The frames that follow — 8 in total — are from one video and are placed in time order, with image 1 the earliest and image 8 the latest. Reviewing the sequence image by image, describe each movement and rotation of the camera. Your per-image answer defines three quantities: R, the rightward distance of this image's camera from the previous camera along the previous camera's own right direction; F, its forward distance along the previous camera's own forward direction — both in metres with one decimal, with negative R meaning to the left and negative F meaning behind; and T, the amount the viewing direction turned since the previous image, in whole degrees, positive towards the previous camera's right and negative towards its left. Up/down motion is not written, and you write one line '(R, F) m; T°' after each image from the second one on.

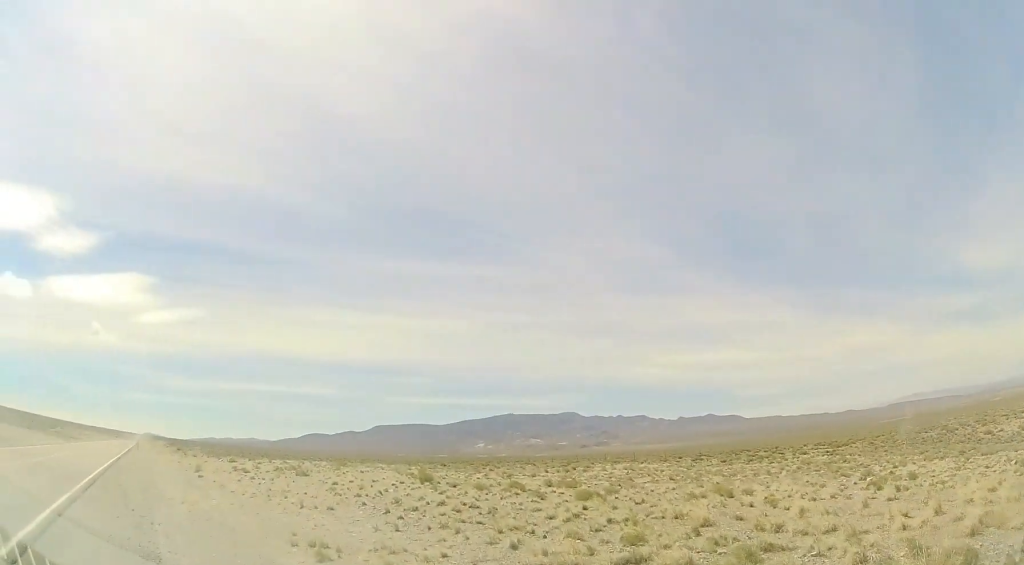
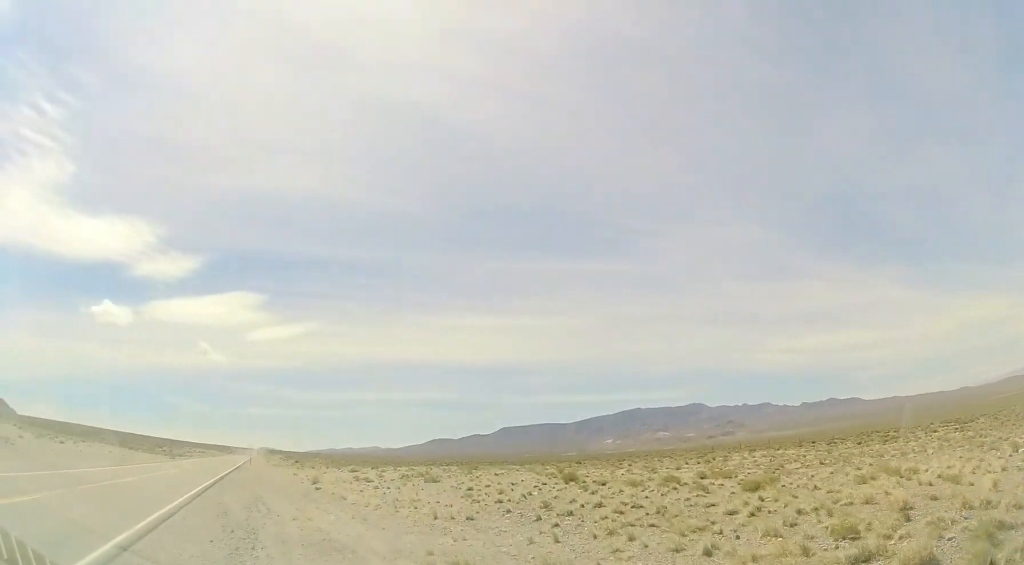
(-0.4, +2.0) m; -12°
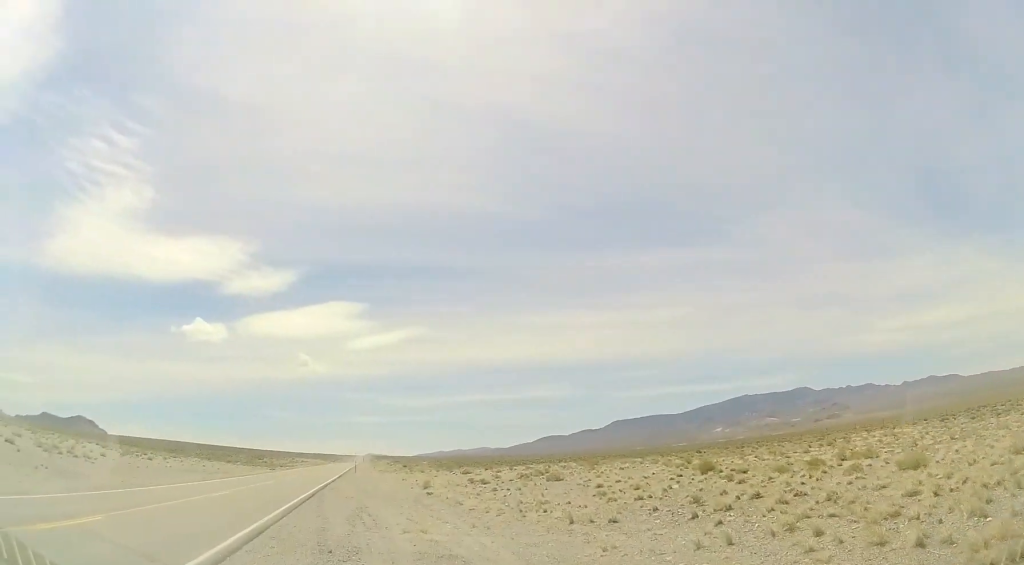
(0.0, +1.9) m; -11°
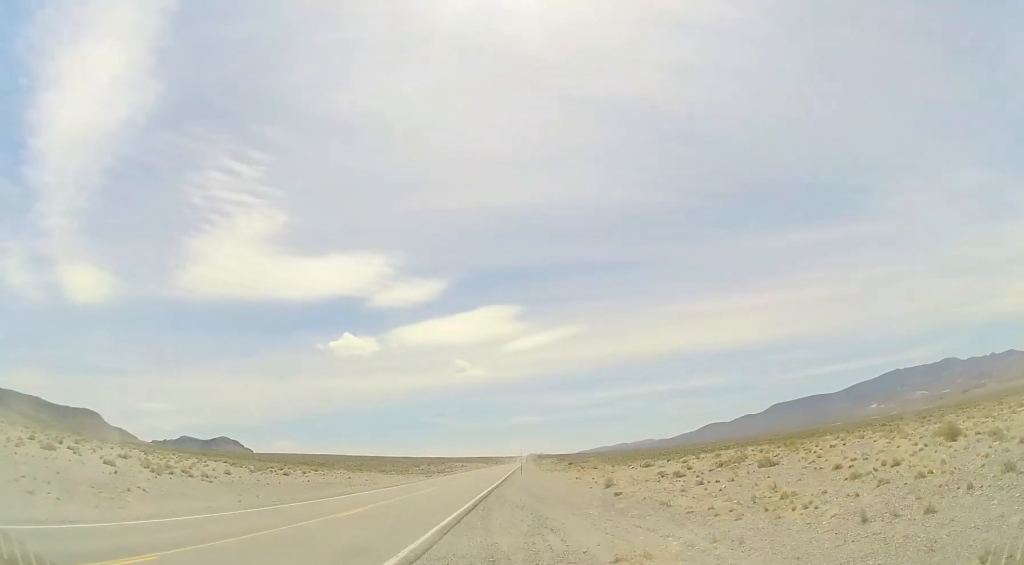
(-1.0, +4.5) m; -10°
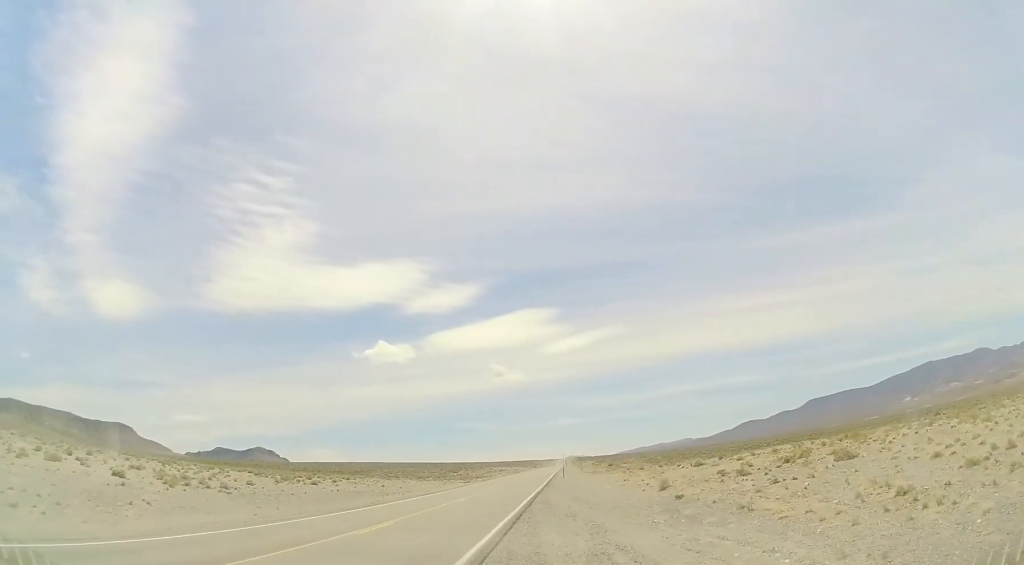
(+0.1, +2.7) m; 0°
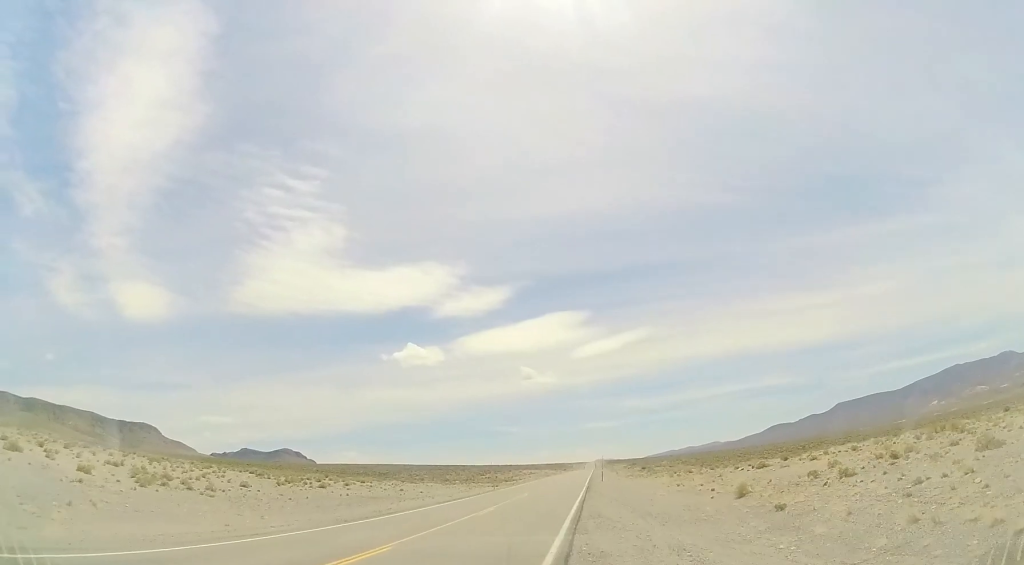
(0.0, +5.3) m; 0°
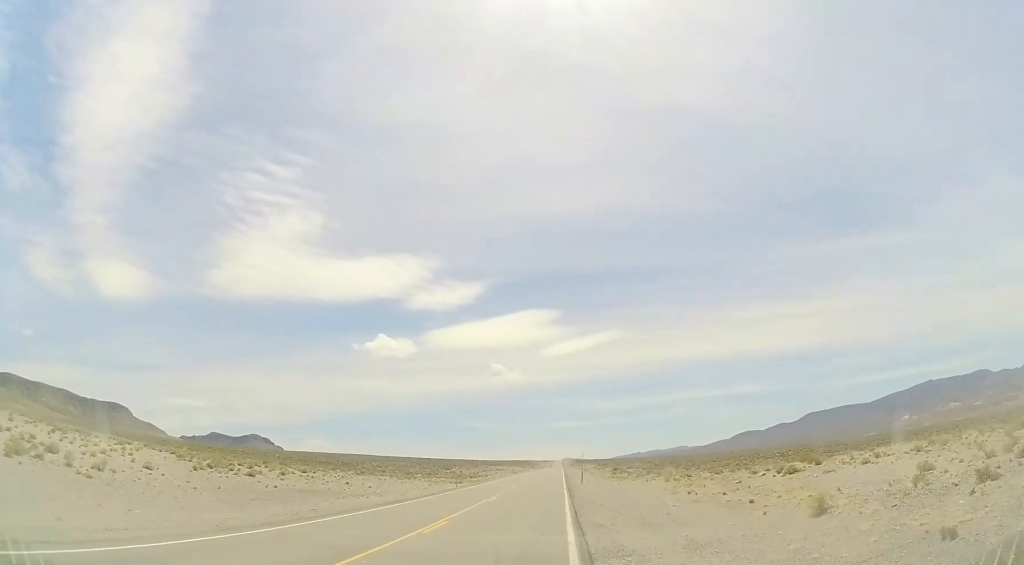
(0.0, +6.9) m; -1°
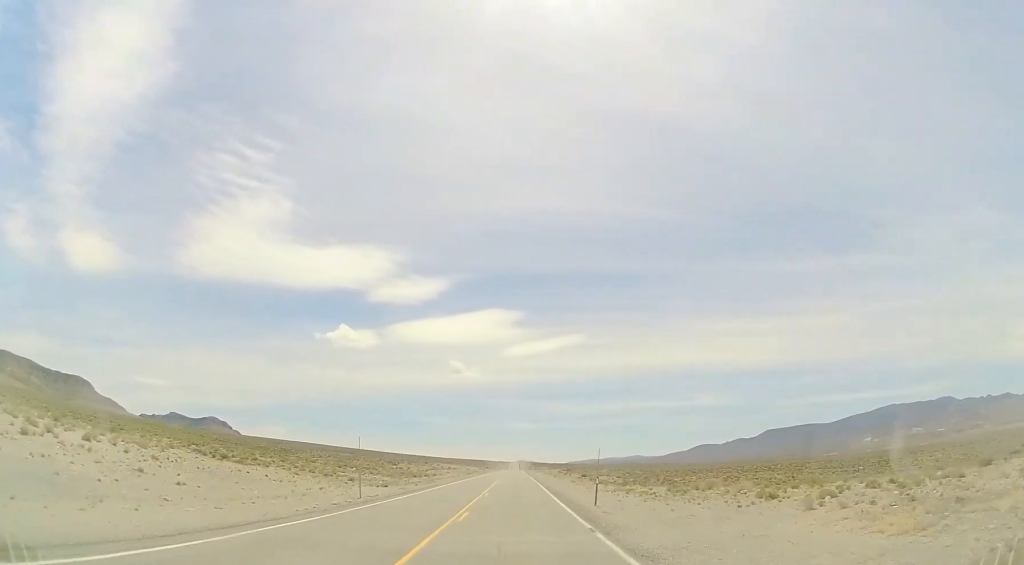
(+0.7, +19.0) m; +5°
